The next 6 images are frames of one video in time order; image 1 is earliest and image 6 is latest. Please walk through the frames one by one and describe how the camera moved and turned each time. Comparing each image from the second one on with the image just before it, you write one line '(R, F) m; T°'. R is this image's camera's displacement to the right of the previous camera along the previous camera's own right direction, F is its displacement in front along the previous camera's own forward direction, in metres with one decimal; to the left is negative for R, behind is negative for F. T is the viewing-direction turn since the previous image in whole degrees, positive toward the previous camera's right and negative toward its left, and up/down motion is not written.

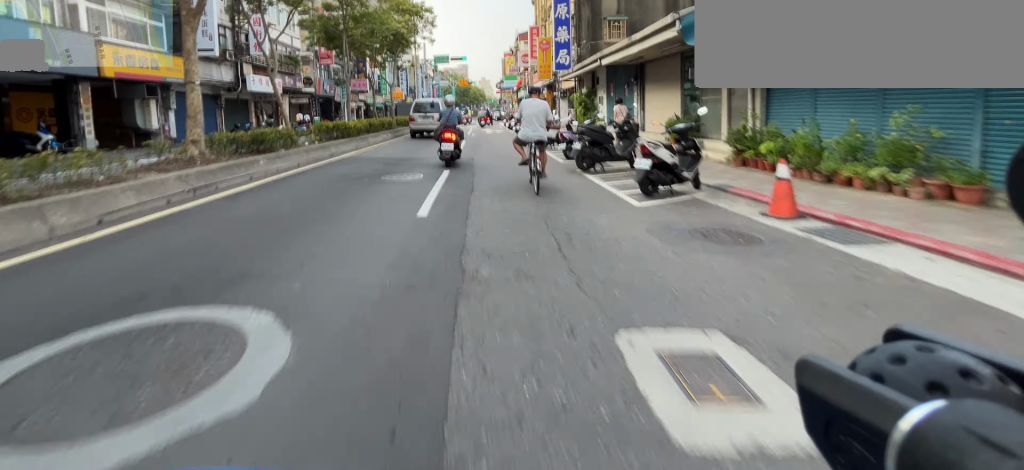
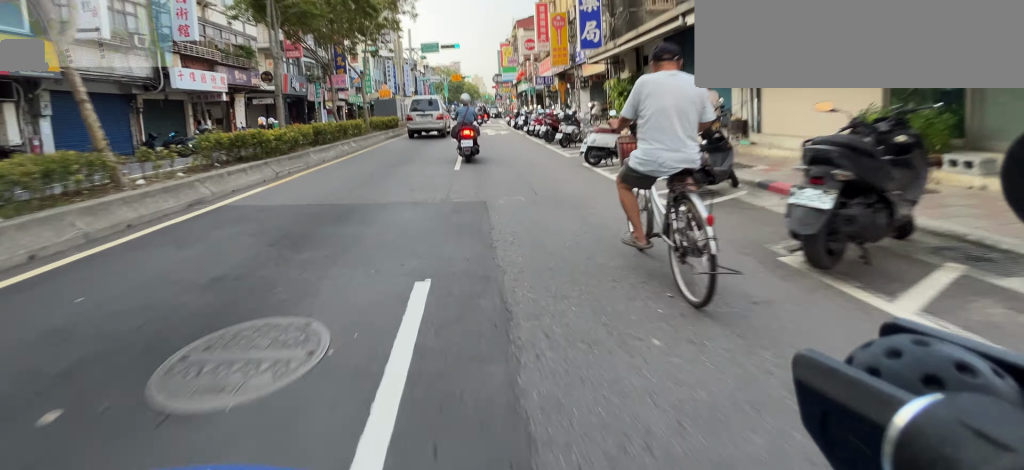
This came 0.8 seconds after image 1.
(-0.1, +7.0) m; -1°
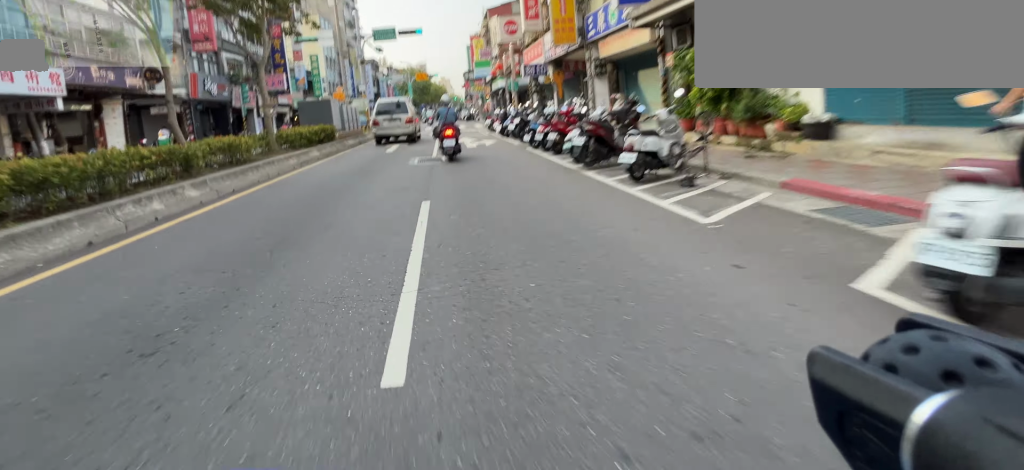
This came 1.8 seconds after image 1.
(0.0, +8.0) m; 0°
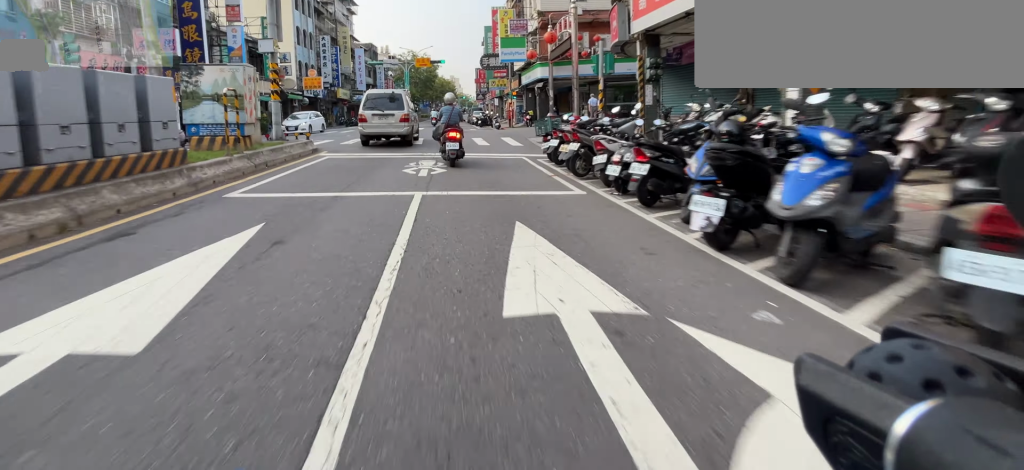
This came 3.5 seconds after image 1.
(0.0, +14.9) m; +1°
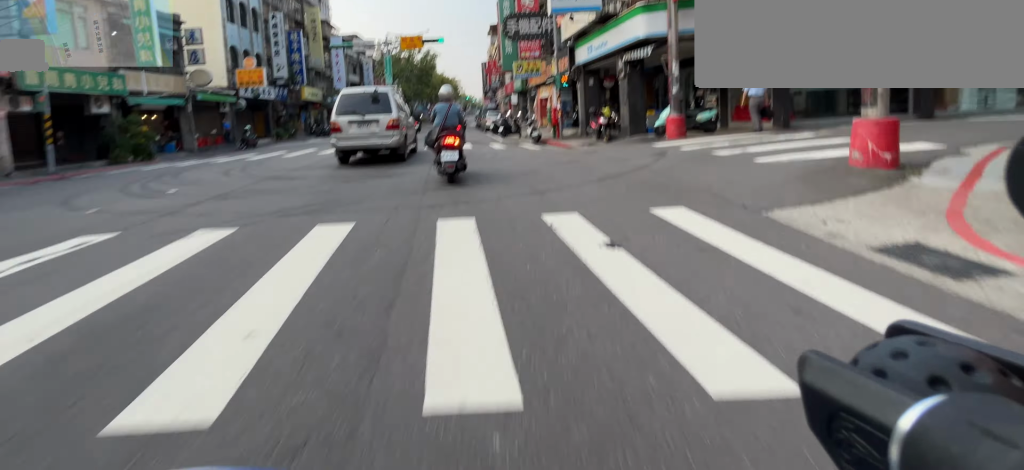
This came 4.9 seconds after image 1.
(+0.1, +13.5) m; +1°
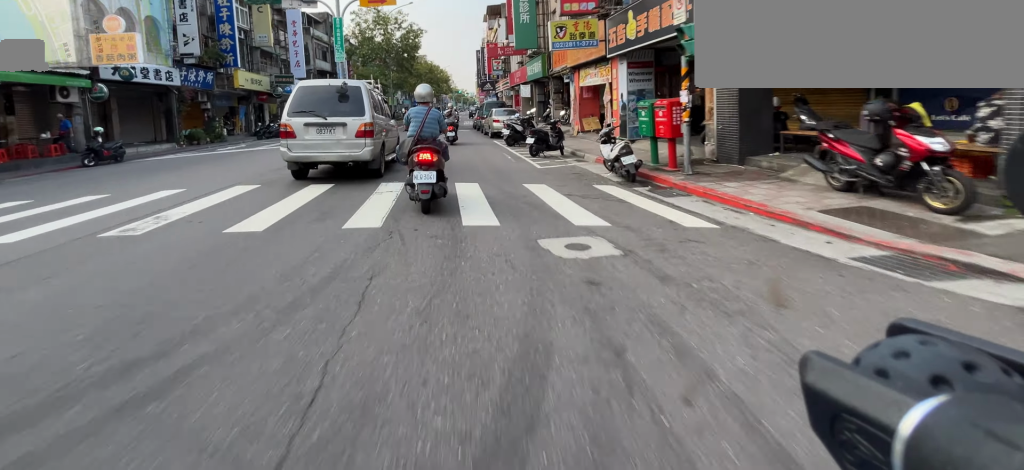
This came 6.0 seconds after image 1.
(0.0, +10.6) m; 0°
